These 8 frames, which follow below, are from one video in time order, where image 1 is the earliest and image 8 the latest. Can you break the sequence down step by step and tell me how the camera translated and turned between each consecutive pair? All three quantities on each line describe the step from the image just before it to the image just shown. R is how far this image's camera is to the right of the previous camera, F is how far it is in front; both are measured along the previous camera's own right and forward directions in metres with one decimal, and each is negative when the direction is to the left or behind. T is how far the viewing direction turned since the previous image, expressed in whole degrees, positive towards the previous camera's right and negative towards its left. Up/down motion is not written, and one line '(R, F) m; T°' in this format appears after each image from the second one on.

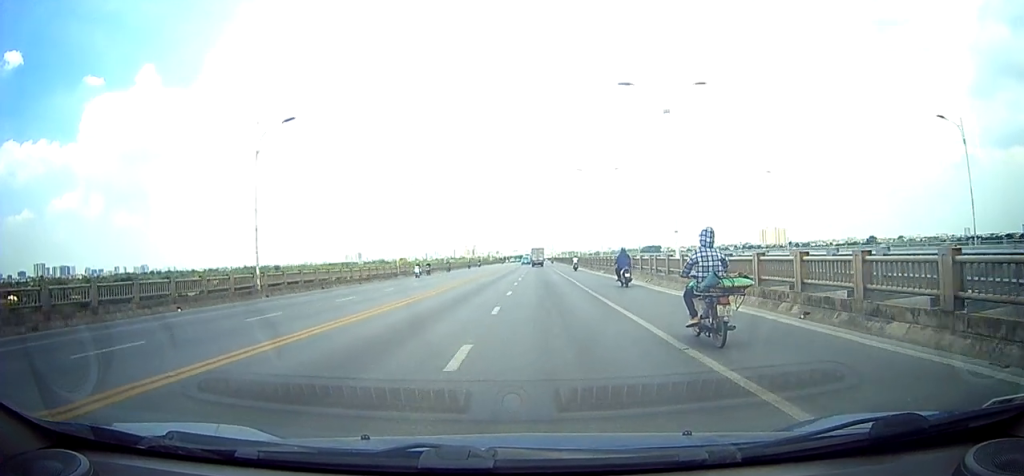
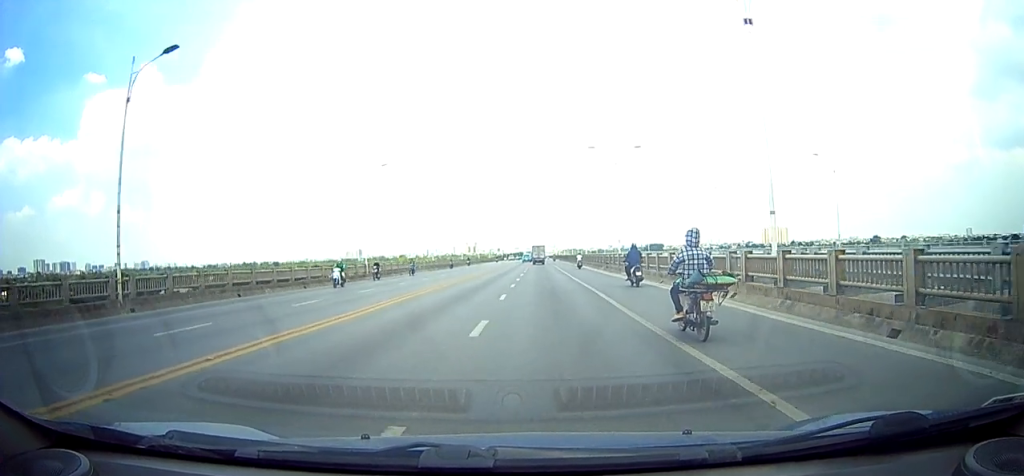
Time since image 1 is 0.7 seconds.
(+0.1, +11.7) m; -3°
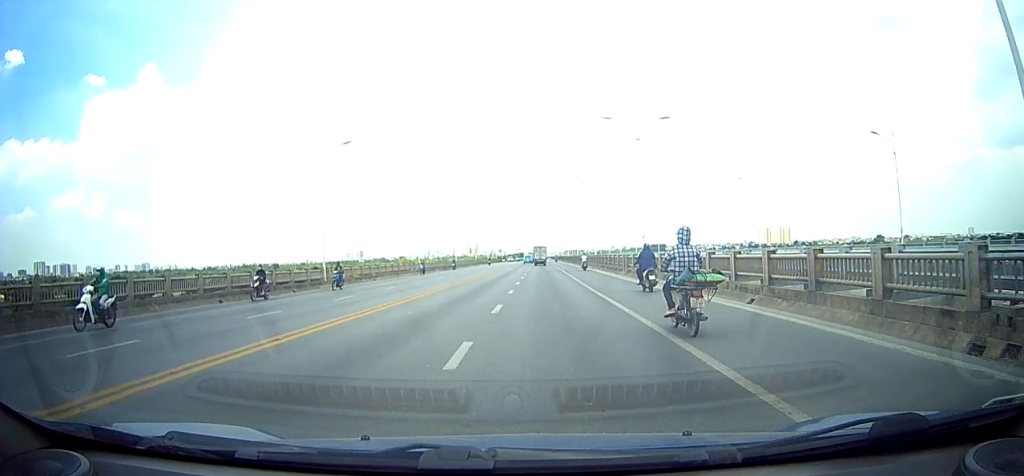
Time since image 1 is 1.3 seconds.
(-1.0, +10.3) m; -1°
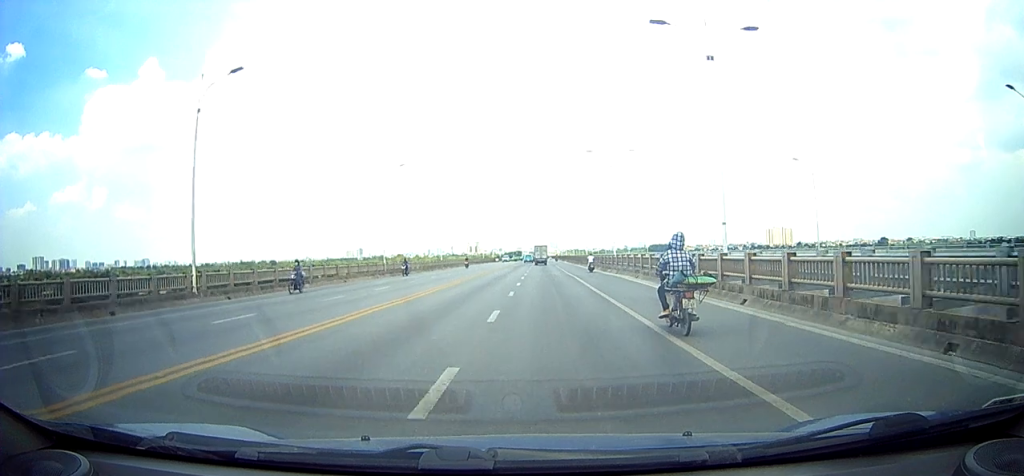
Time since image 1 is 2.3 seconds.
(+0.7, +15.9) m; +2°
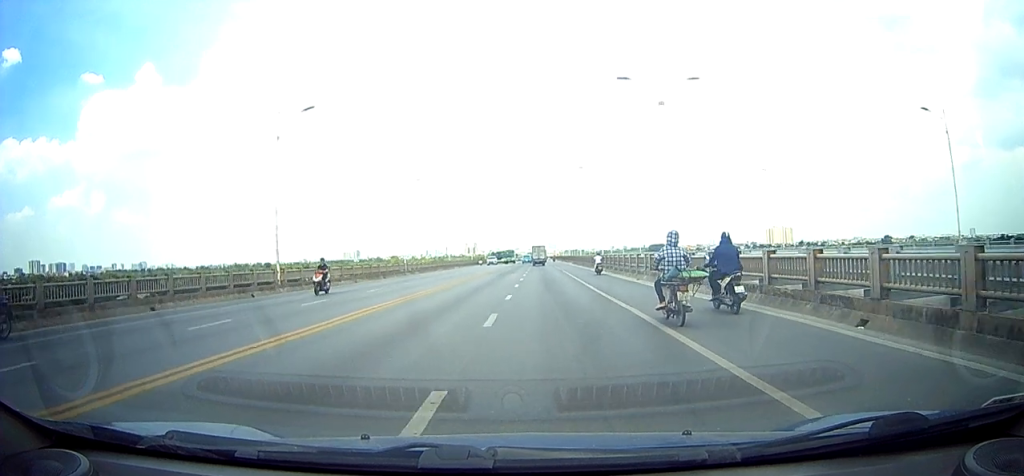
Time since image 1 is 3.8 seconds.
(-0.1, +22.1) m; -1°
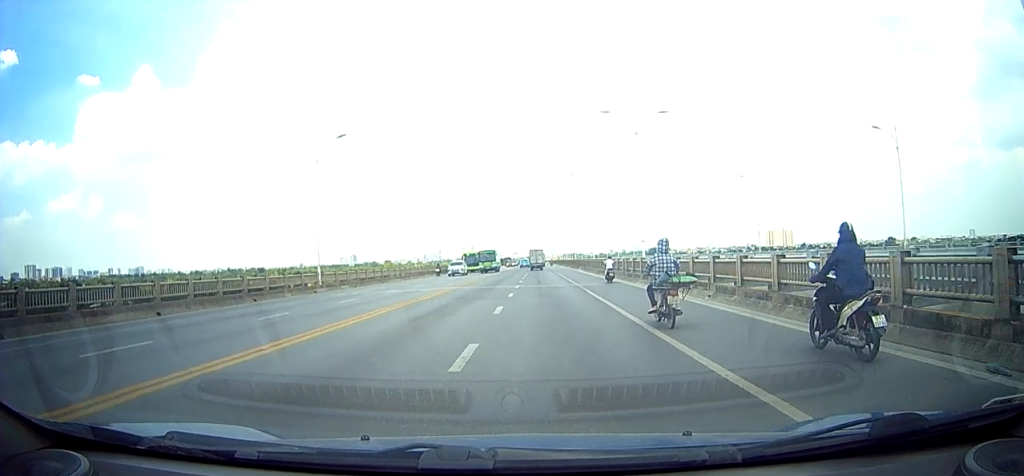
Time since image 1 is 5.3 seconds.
(-0.2, +22.3) m; 0°
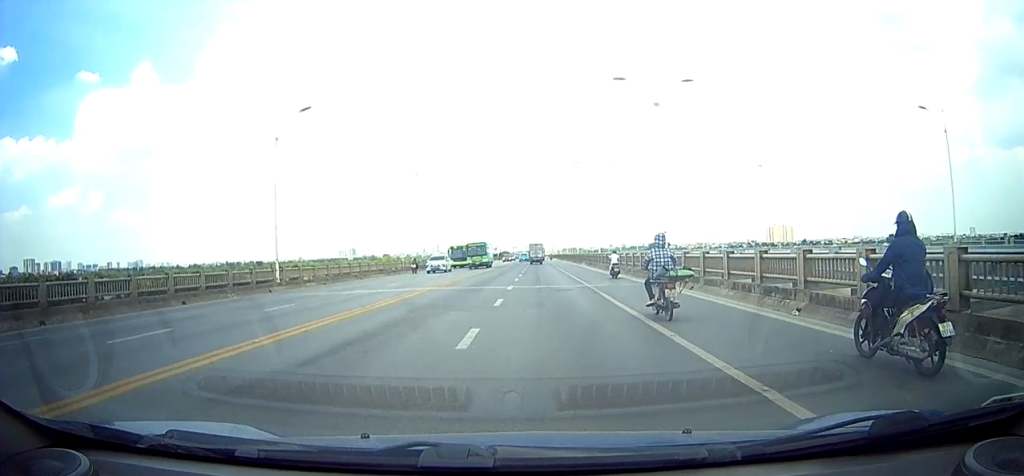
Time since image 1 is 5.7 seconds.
(0.0, +6.3) m; 0°
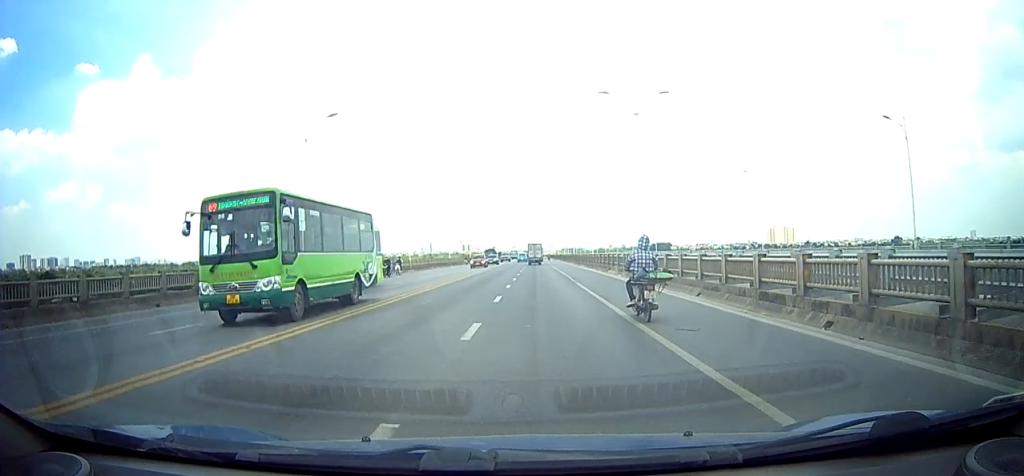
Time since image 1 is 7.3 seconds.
(+0.5, +23.0) m; +2°
